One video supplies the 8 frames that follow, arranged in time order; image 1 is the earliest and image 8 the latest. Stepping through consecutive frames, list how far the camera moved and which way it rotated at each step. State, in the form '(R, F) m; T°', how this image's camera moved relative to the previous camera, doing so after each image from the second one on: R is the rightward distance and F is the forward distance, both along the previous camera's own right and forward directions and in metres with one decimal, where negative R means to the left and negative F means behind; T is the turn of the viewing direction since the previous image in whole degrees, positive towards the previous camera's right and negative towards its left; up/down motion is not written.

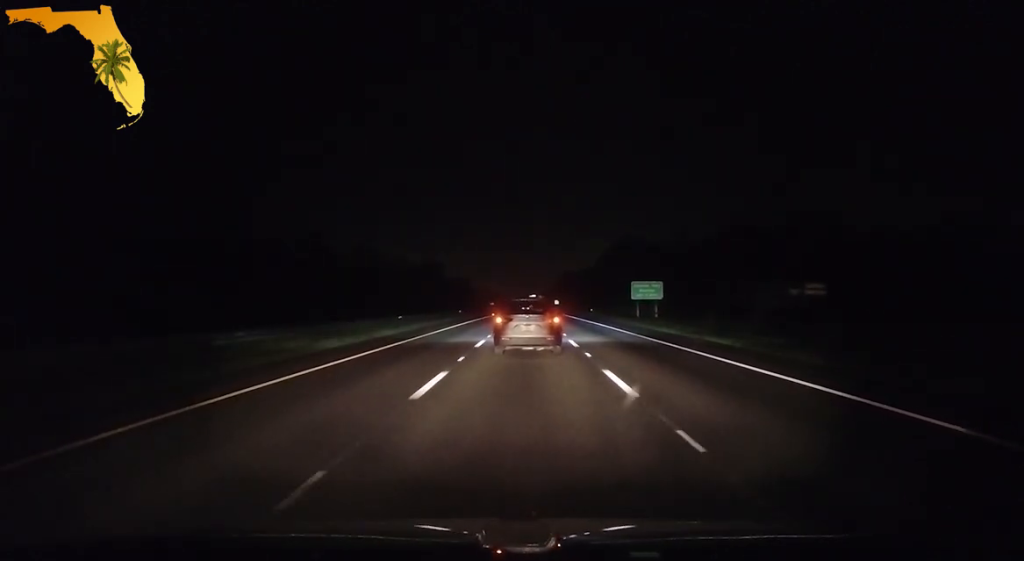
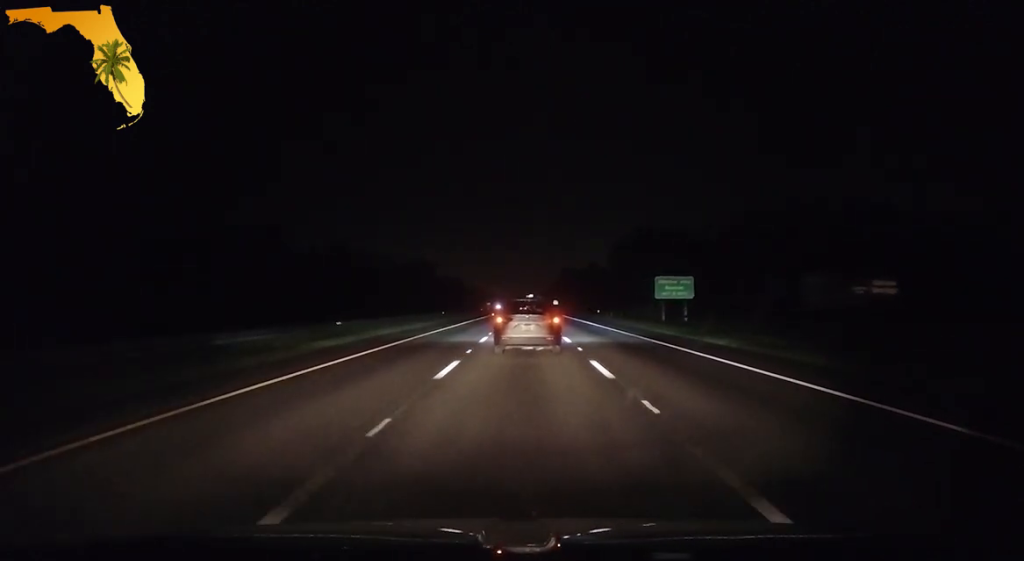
(0.0, +21.7) m; 0°
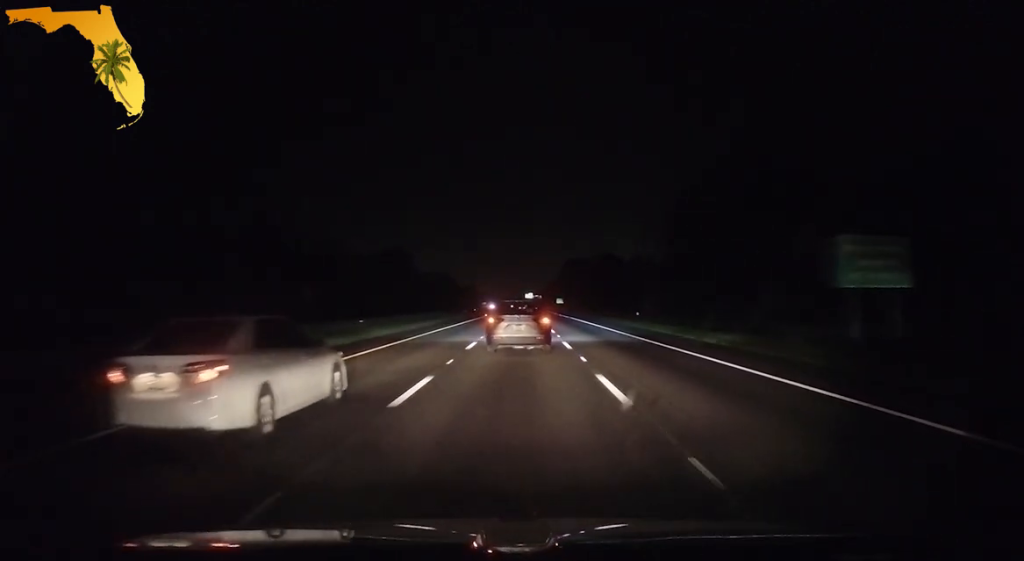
(+0.5, +52.0) m; +1°
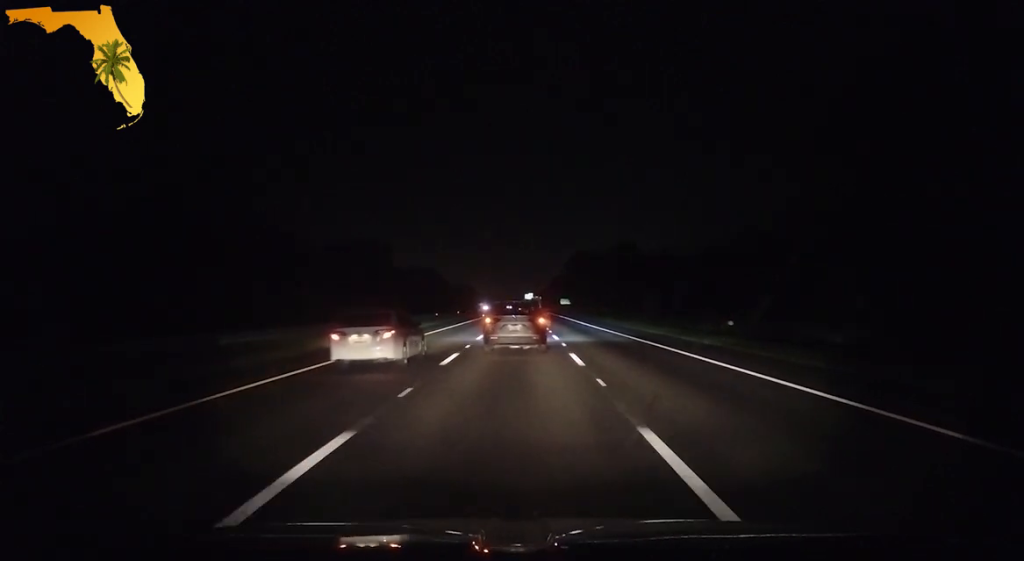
(+0.2, +42.4) m; 0°
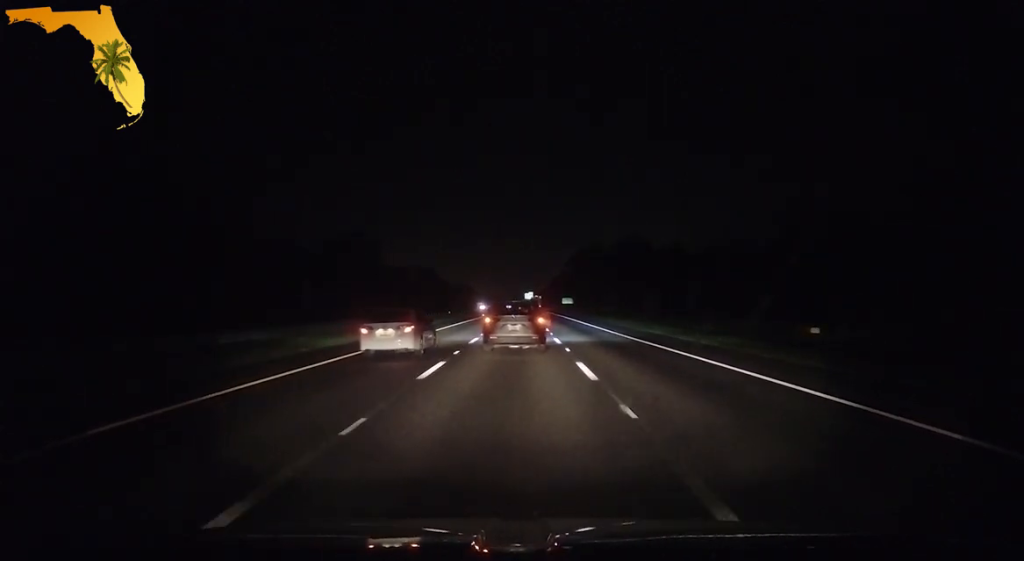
(0.0, +15.3) m; 0°
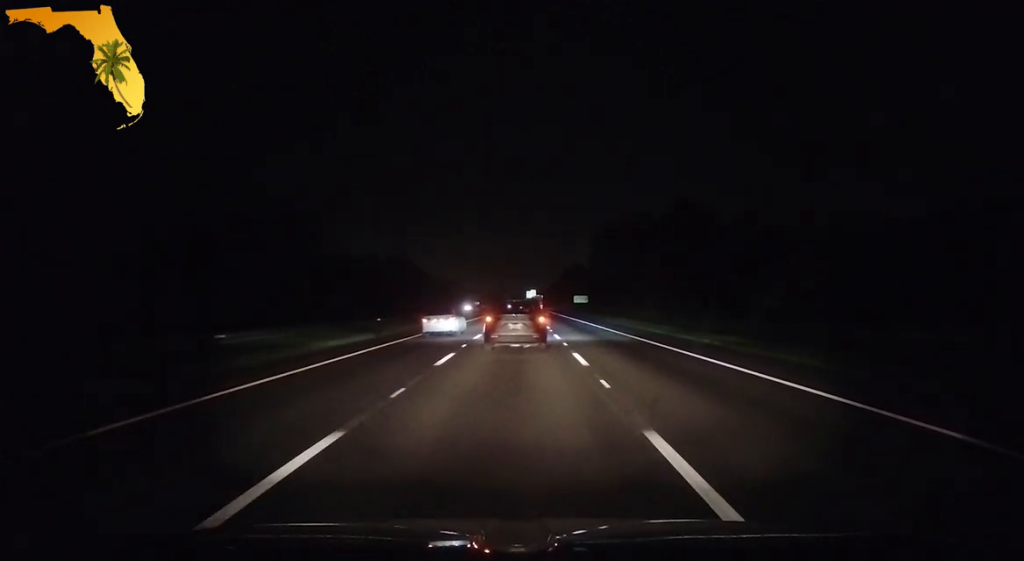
(-0.1, +58.1) m; -1°
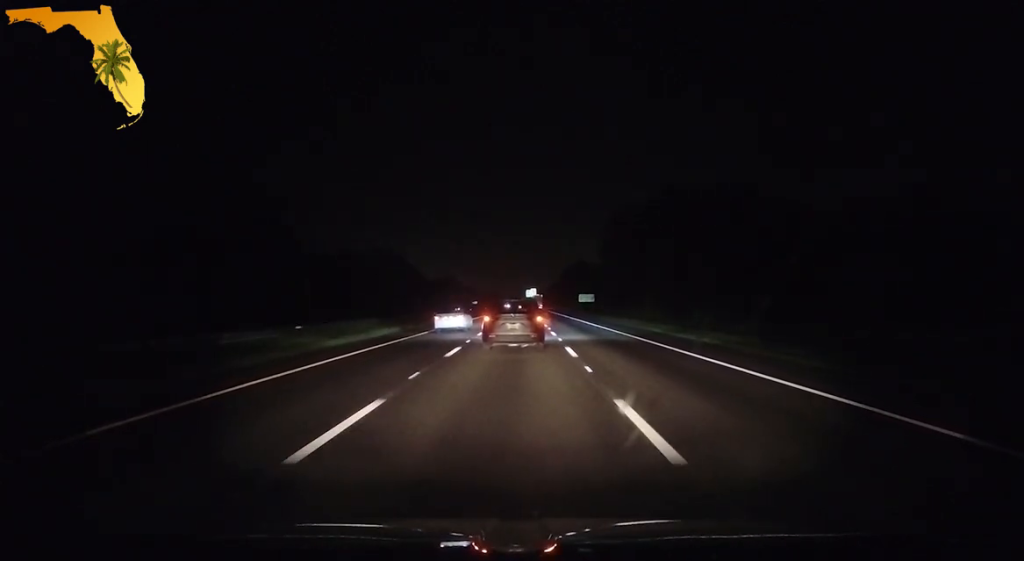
(-0.2, +21.9) m; 0°
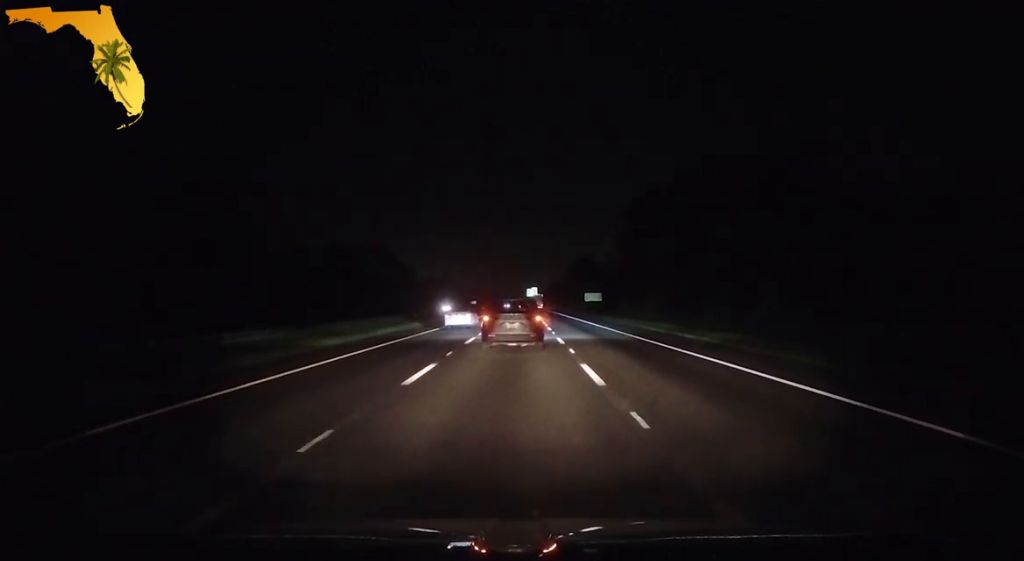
(0.0, +18.6) m; 0°
